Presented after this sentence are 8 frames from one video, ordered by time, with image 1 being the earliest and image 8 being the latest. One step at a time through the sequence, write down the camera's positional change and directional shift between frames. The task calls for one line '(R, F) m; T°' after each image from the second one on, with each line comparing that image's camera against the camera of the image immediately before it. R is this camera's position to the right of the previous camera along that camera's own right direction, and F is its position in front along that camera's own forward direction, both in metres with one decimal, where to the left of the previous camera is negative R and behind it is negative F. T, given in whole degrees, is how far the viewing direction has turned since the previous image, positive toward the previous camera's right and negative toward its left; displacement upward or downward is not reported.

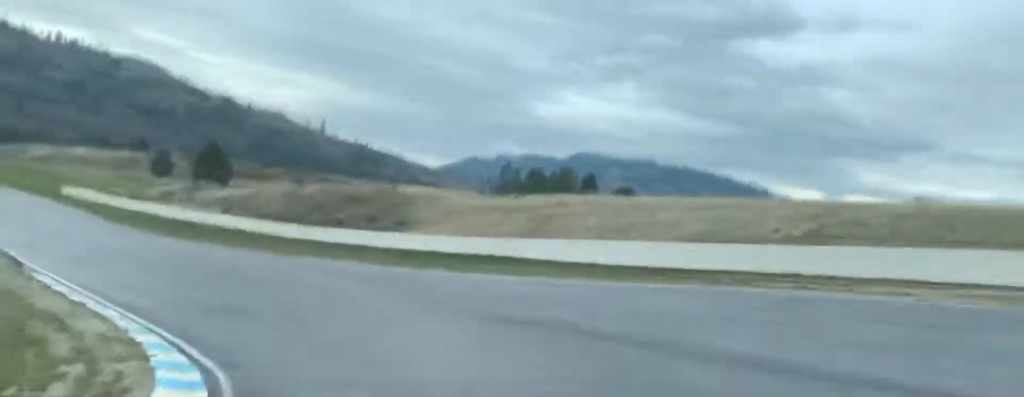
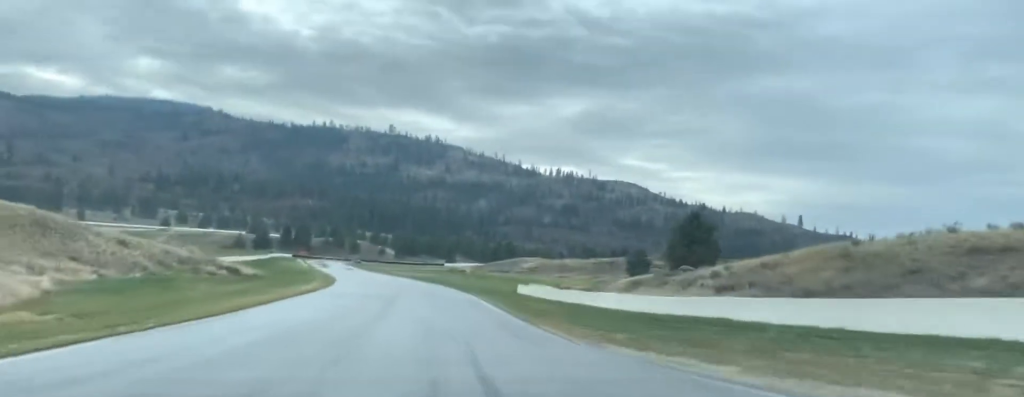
(-13.7, +43.4) m; -32°
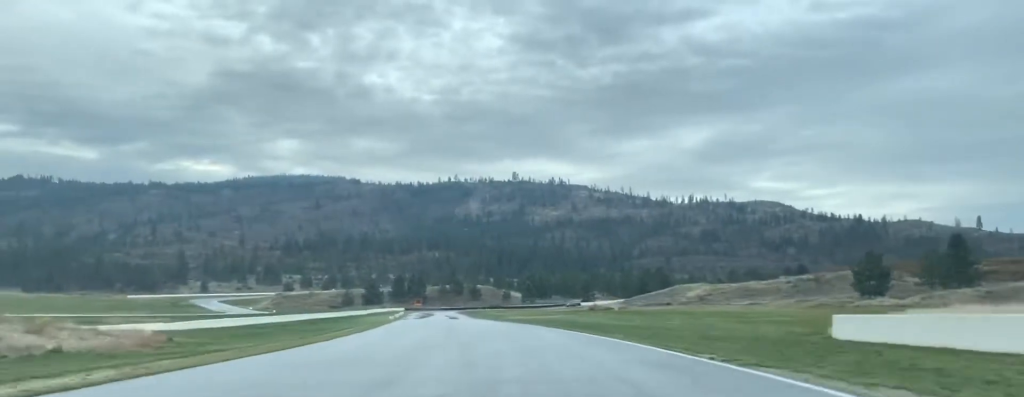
(-10.9, +64.6) m; -12°
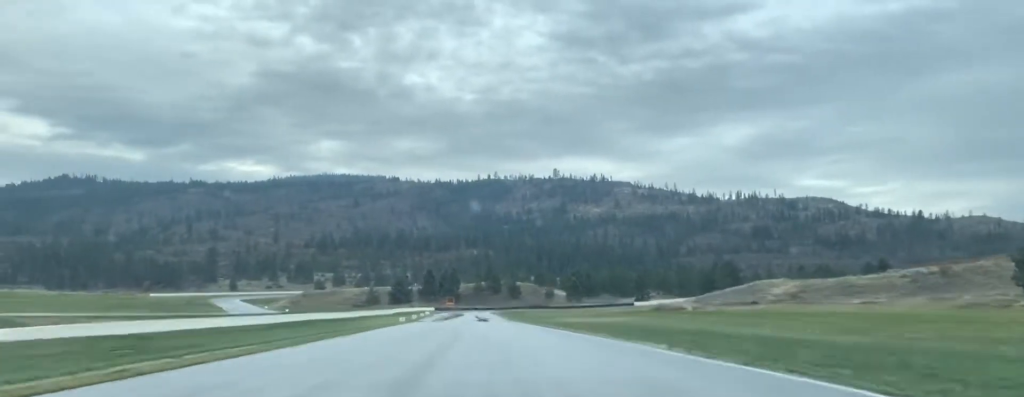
(-0.3, +34.4) m; -2°
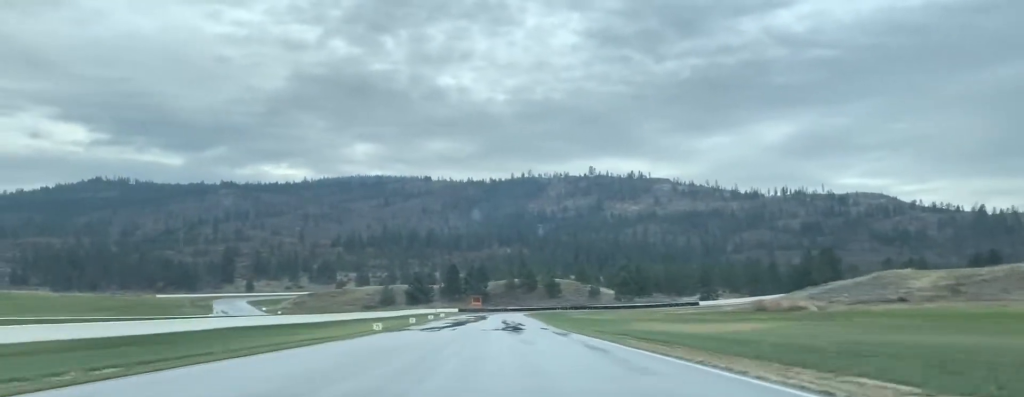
(-1.2, +40.2) m; -2°
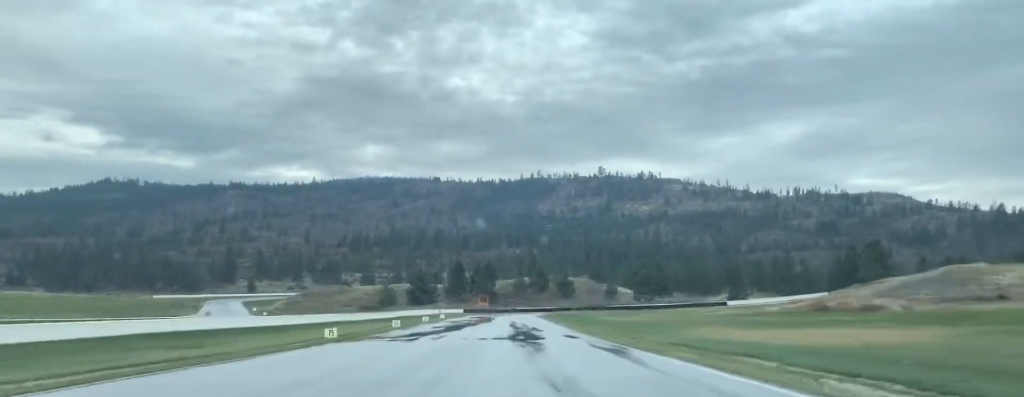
(-0.3, +18.4) m; 0°
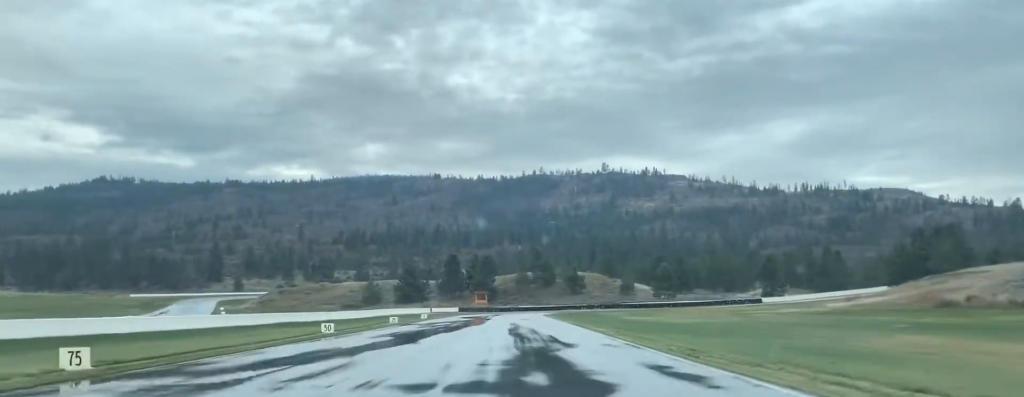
(+0.3, +24.8) m; +1°
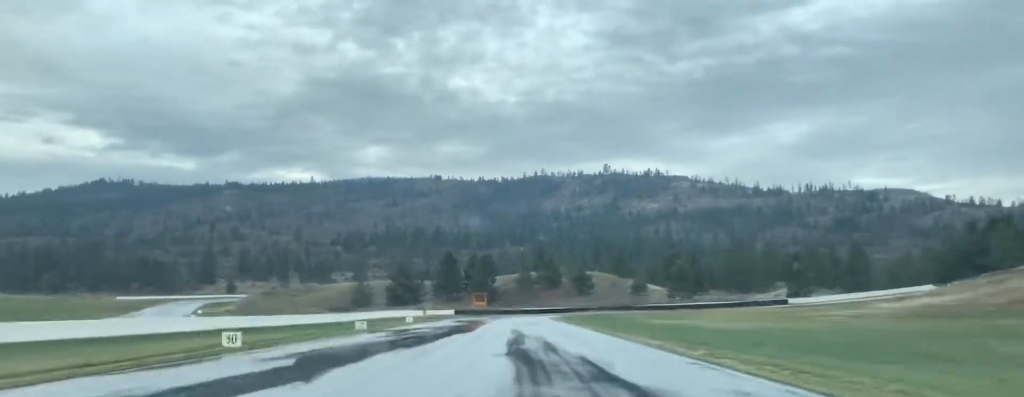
(+0.1, +15.3) m; 0°
